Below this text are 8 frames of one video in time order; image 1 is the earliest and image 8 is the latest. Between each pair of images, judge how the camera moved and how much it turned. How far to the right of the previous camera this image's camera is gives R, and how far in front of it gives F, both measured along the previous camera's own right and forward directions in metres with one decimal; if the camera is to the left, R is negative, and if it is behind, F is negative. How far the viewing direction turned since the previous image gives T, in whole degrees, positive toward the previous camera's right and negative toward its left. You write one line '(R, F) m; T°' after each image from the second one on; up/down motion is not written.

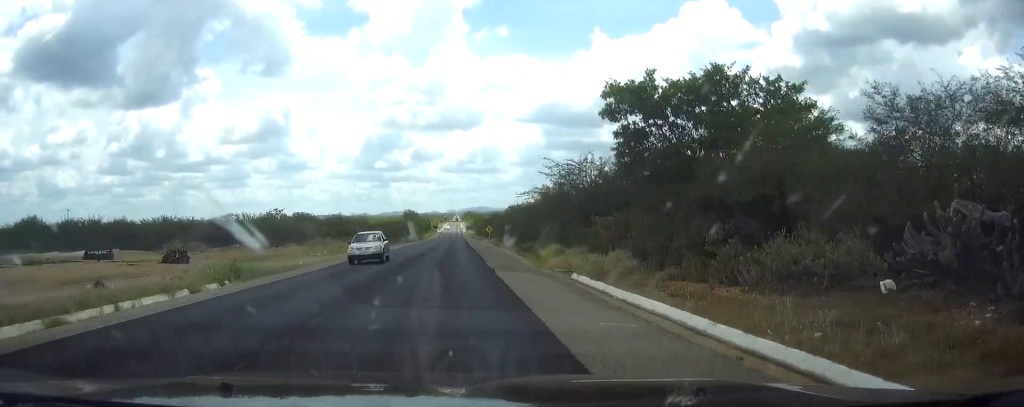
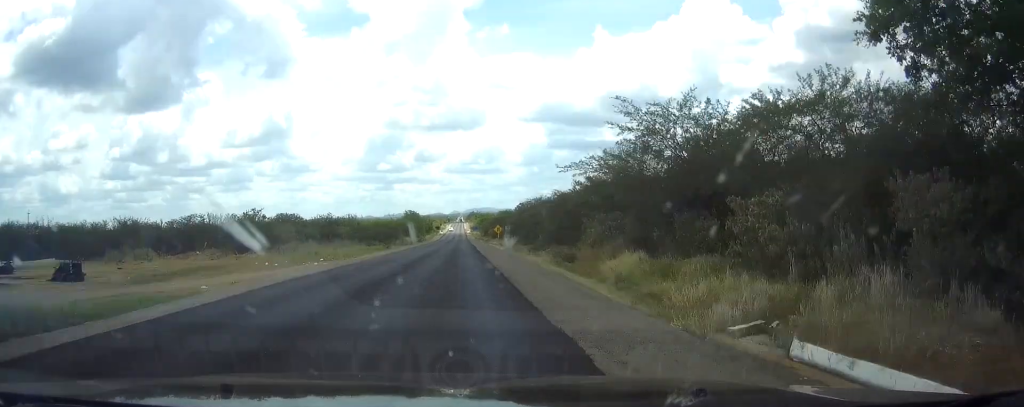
(0.0, +17.0) m; 0°
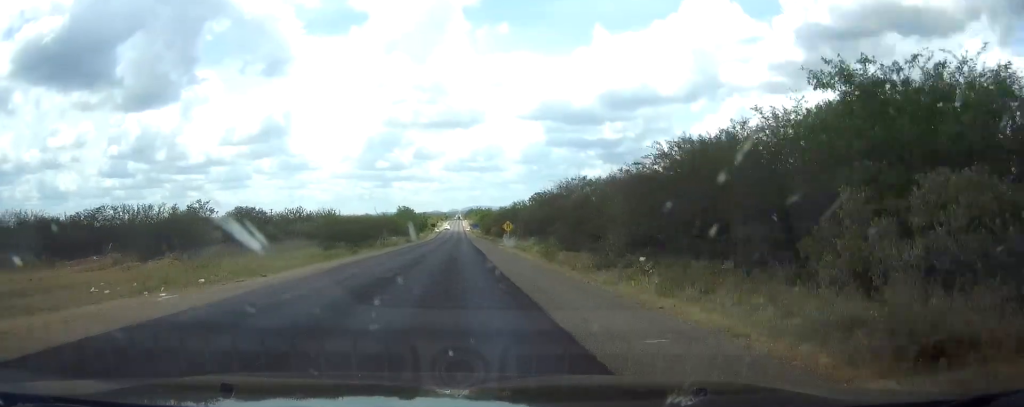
(0.0, +25.4) m; 0°
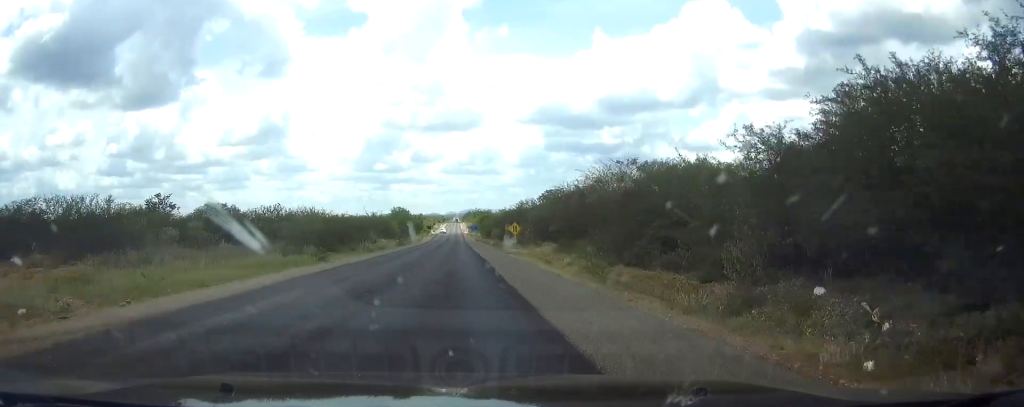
(0.0, +13.3) m; 0°
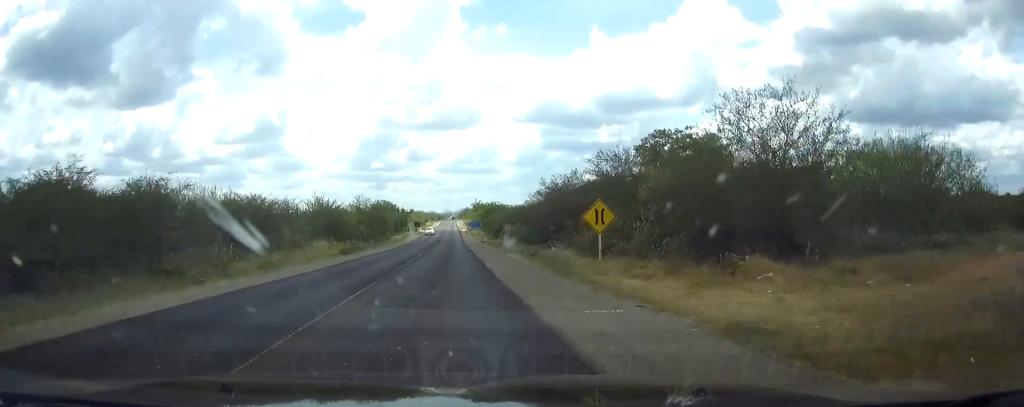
(+0.1, +43.6) m; 0°
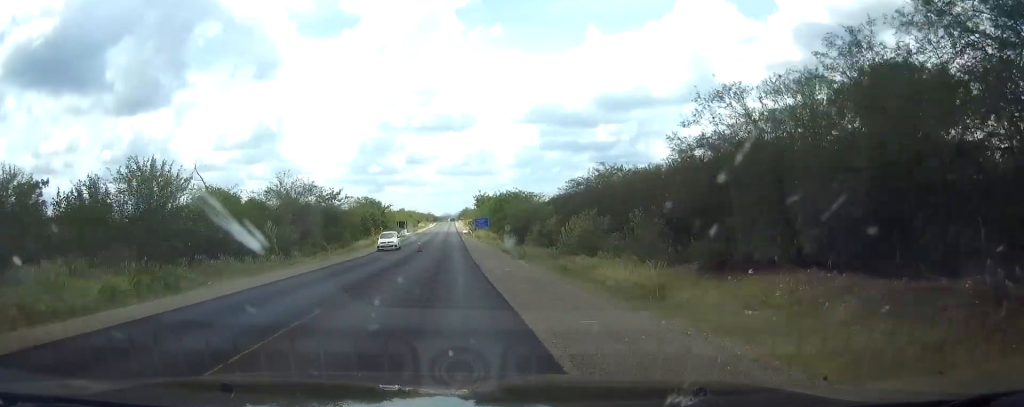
(+0.2, +41.0) m; 0°
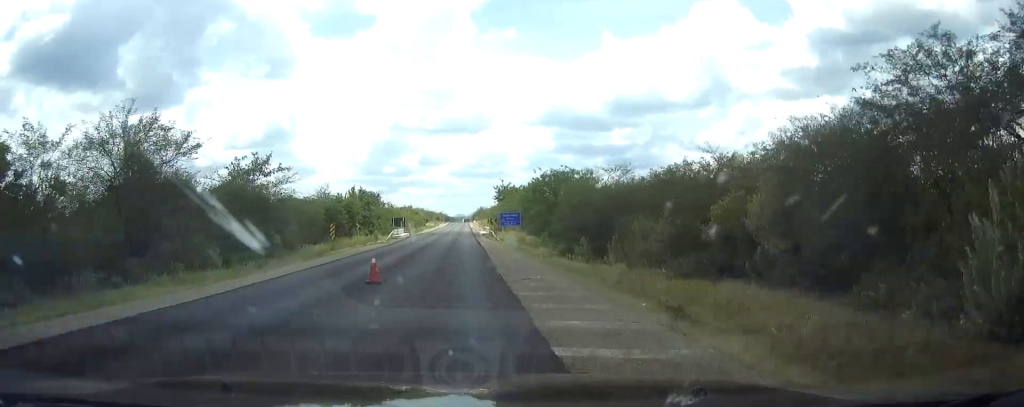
(-0.1, +30.1) m; 0°
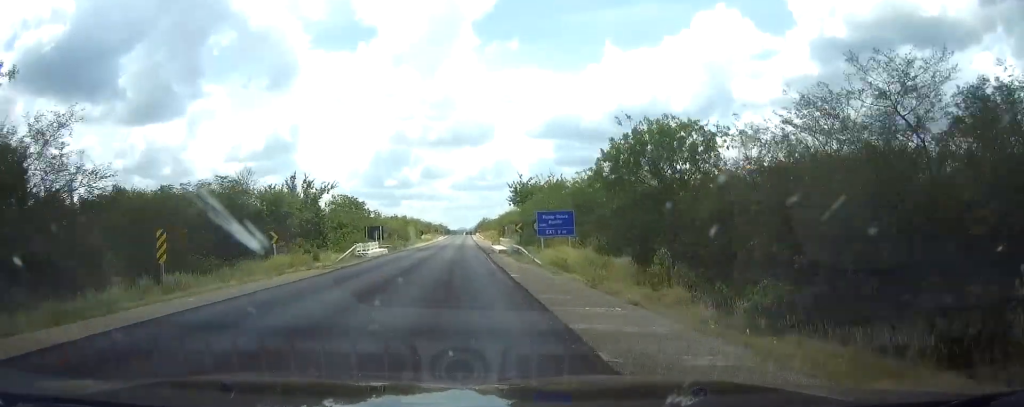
(-0.1, +26.6) m; 0°
